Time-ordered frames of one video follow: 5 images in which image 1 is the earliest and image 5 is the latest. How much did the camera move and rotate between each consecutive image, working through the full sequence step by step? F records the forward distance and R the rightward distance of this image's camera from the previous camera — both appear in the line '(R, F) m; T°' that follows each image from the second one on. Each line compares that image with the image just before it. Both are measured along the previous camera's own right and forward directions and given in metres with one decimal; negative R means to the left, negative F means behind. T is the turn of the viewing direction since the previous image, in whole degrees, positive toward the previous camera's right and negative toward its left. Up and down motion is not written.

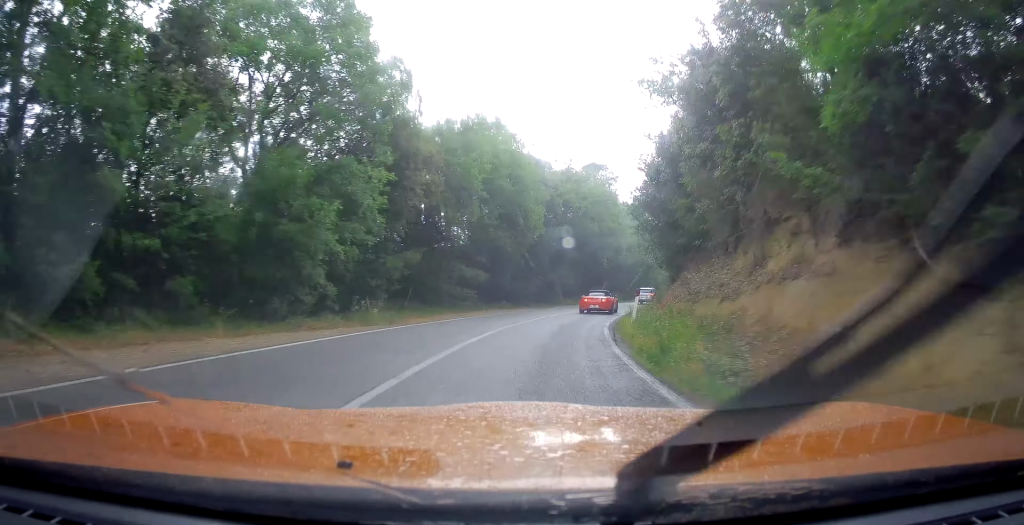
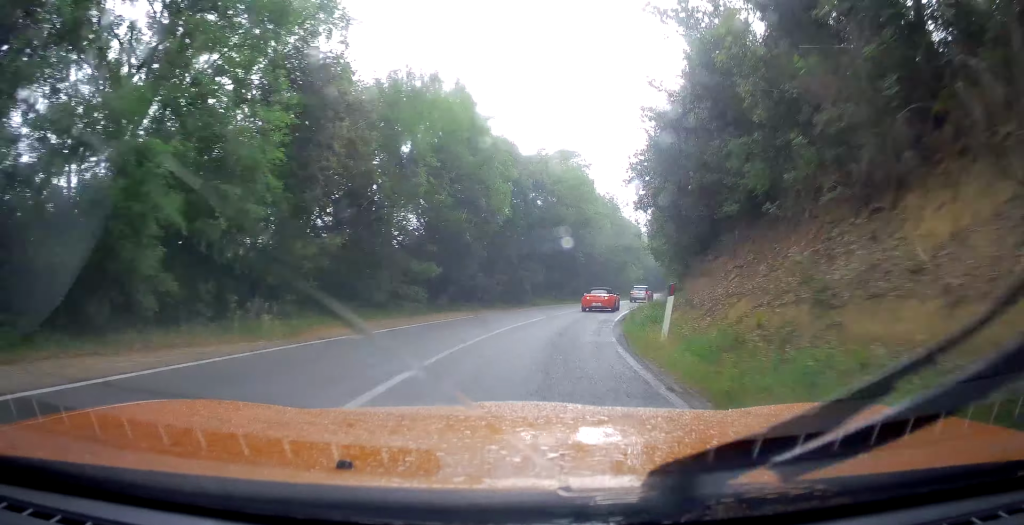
(+0.3, +7.0) m; +3°
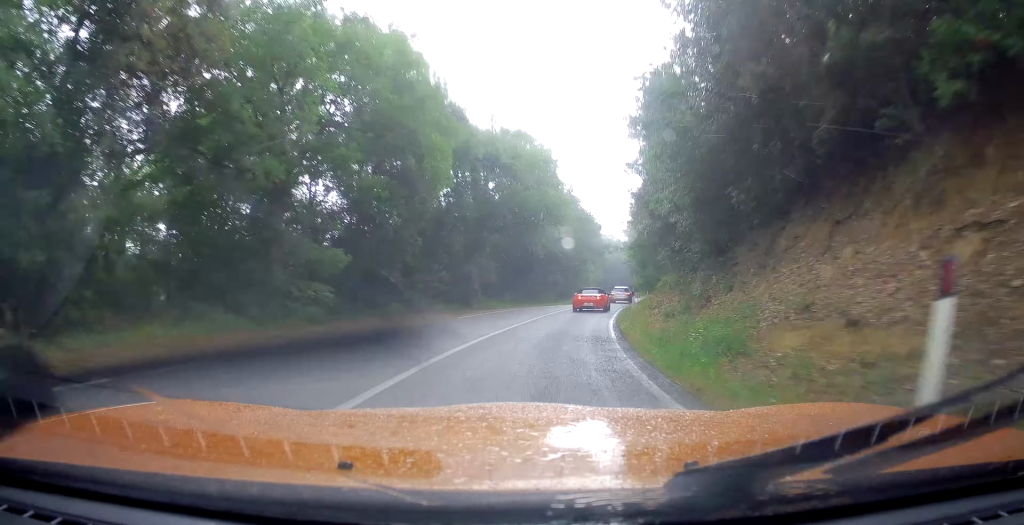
(+0.2, +8.4) m; +4°
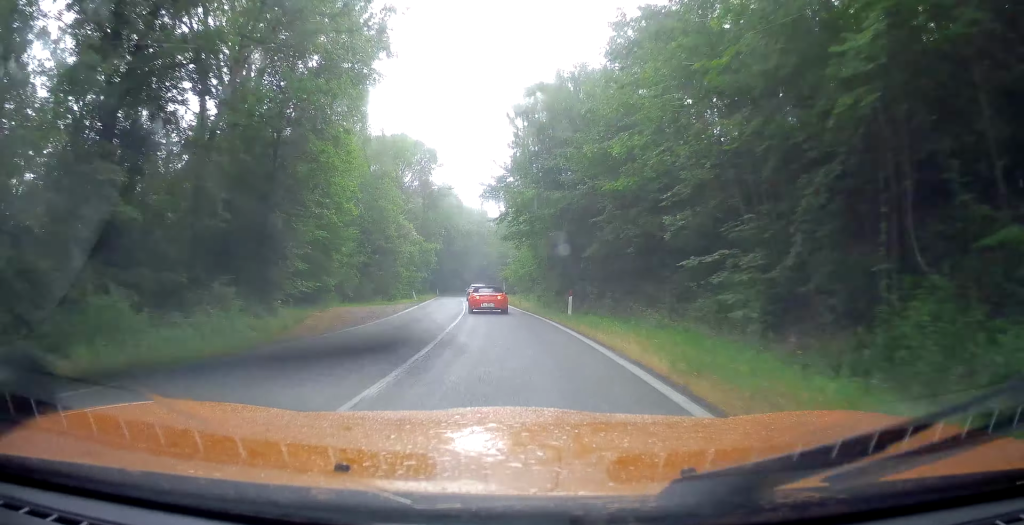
(+9.2, +70.5) m; +7°
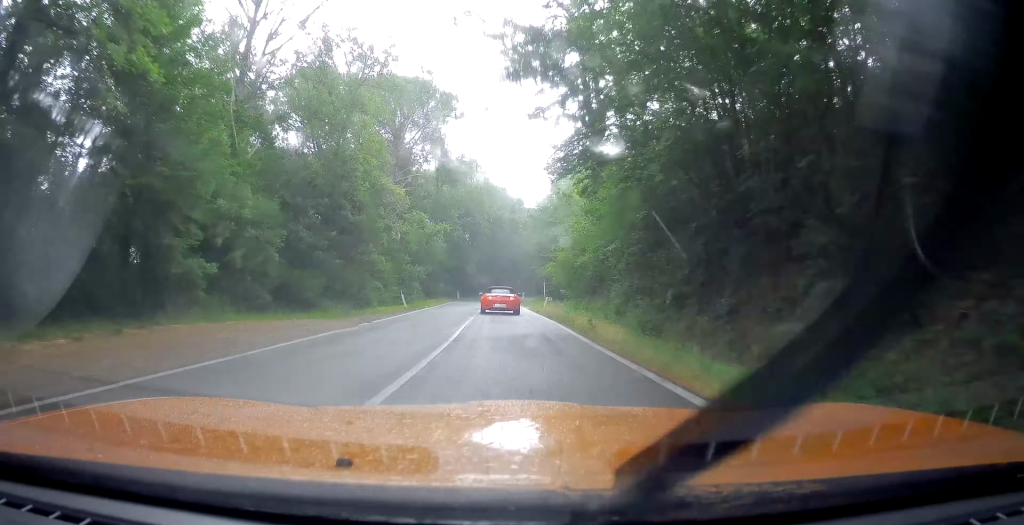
(-0.9, +19.8) m; -2°
